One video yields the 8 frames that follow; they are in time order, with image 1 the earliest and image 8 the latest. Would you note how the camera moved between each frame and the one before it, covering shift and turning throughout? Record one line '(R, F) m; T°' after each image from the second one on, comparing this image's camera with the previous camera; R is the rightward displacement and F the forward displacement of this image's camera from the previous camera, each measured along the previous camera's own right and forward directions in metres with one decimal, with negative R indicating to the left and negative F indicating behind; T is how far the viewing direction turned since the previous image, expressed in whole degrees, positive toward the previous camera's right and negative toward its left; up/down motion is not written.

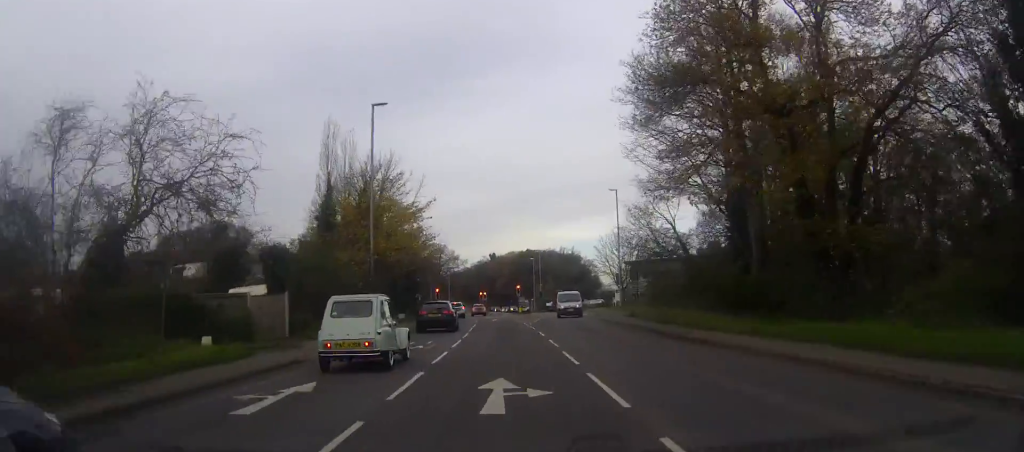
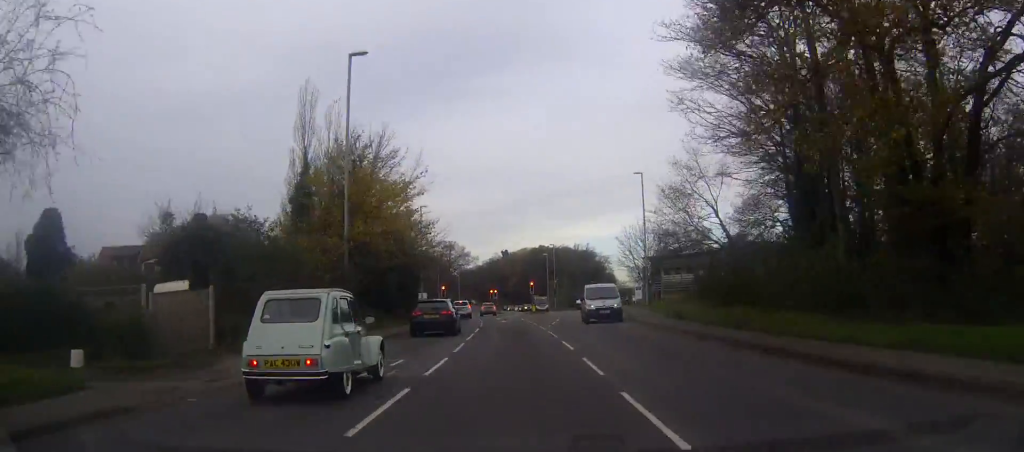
(0.0, +8.8) m; -1°
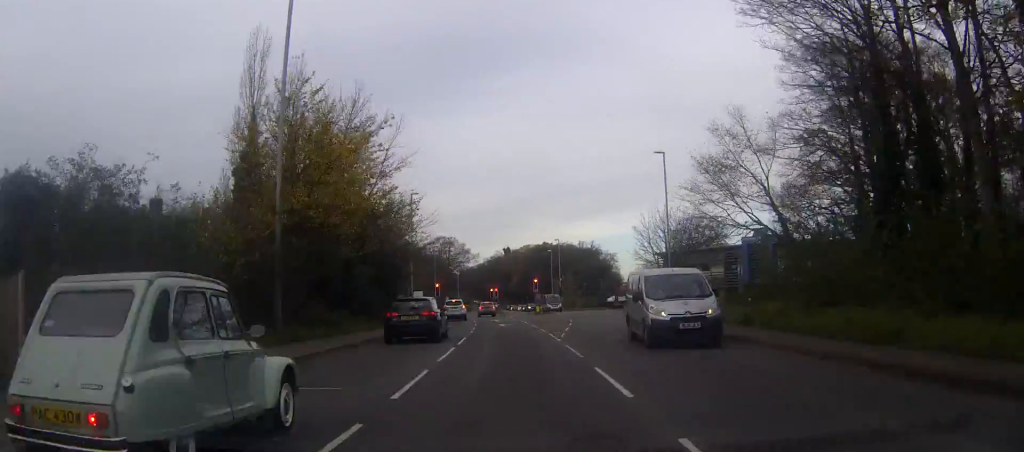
(0.0, +9.6) m; -1°
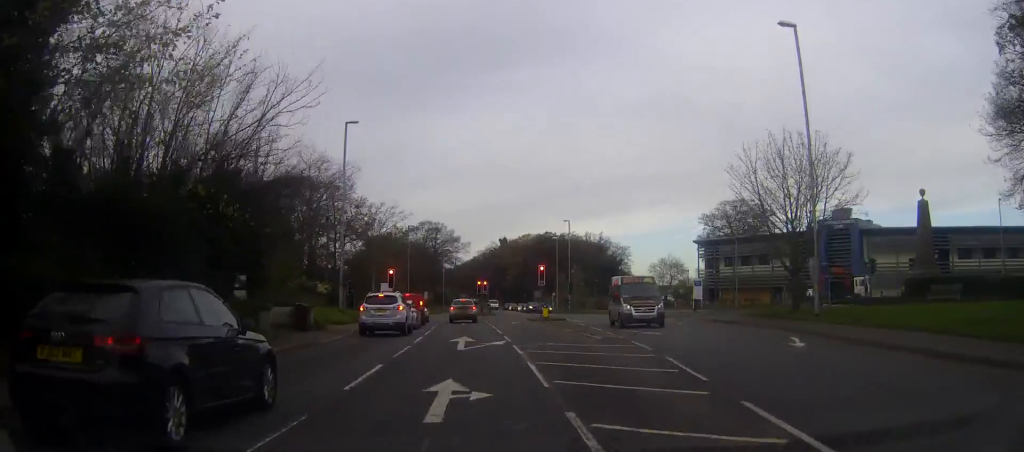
(0.0, +29.7) m; +1°
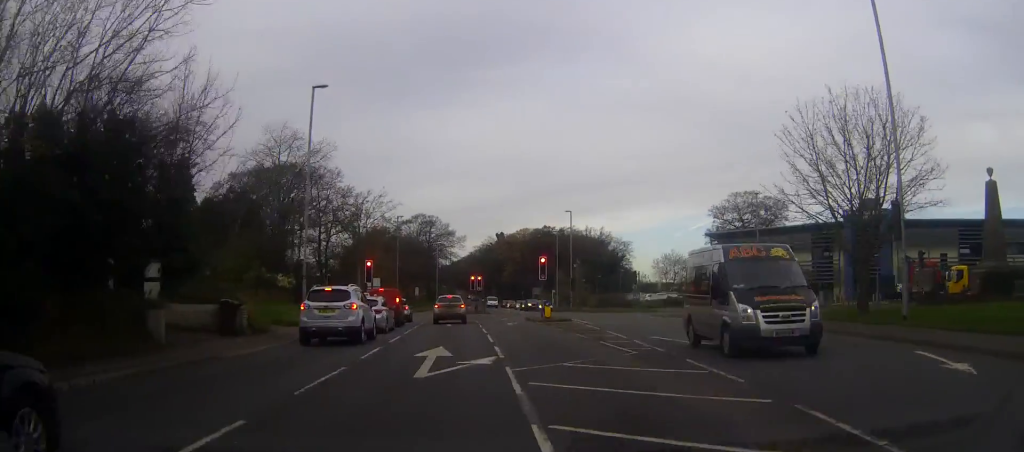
(0.0, +7.8) m; 0°
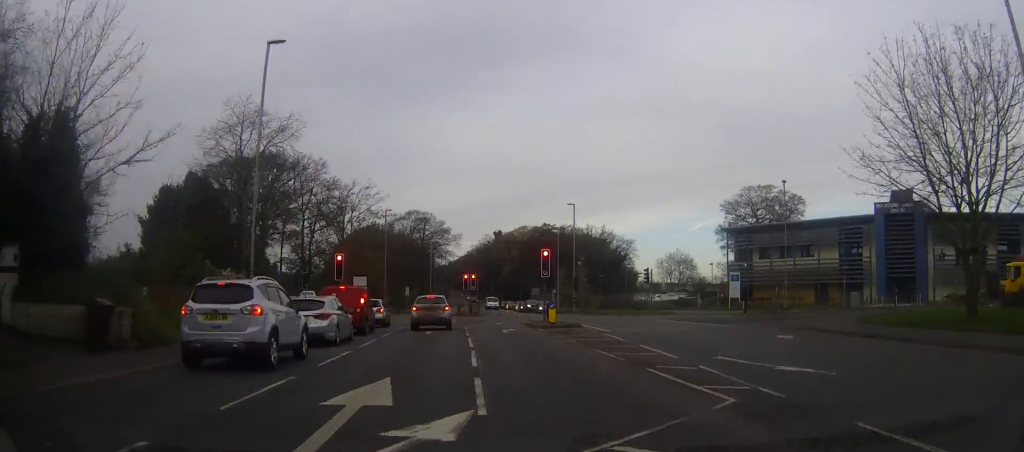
(+0.1, +7.8) m; 0°
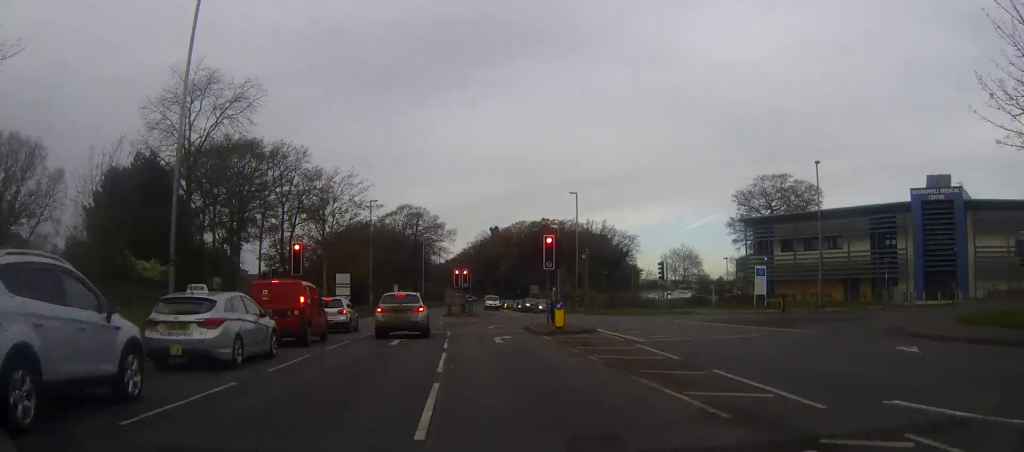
(-0.1, +7.8) m; 0°
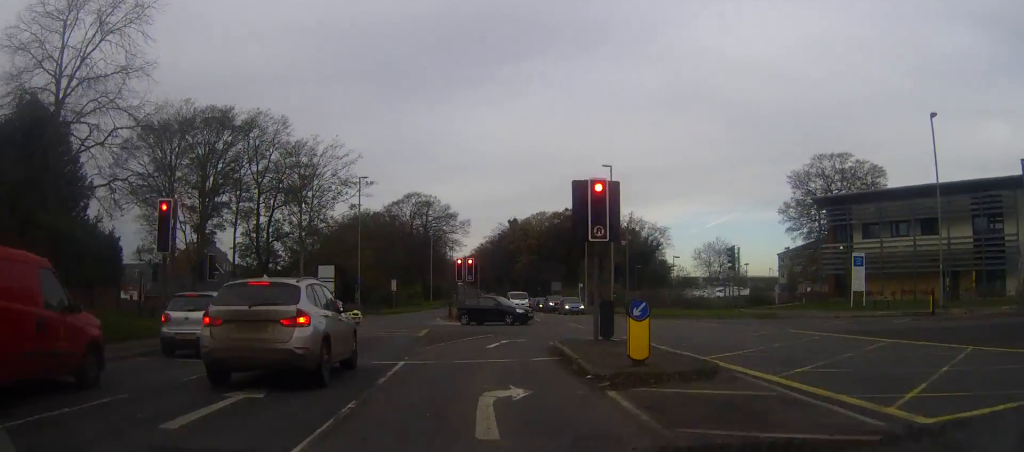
(-0.3, +15.3) m; -4°
